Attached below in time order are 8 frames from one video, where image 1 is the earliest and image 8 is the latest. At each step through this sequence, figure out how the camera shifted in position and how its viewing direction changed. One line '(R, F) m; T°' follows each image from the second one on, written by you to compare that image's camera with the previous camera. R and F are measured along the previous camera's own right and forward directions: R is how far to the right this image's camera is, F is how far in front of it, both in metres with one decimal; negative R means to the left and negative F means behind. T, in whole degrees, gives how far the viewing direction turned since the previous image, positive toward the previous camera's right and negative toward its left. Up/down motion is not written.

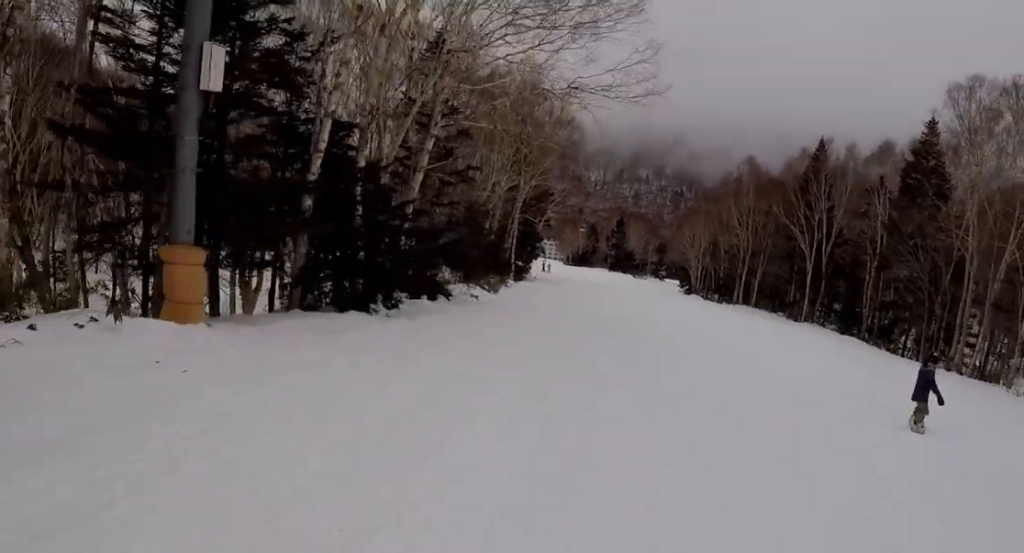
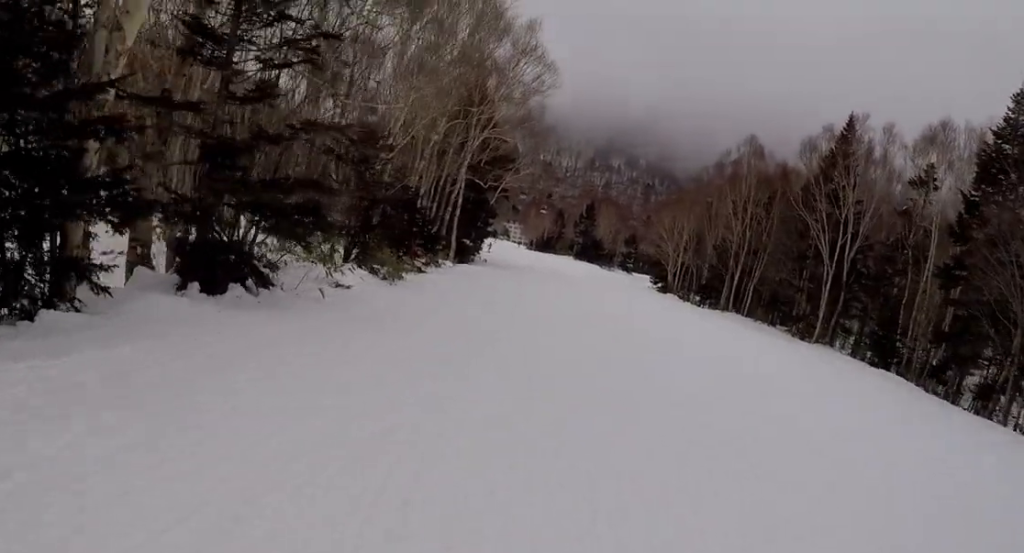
(0.0, +12.5) m; 0°
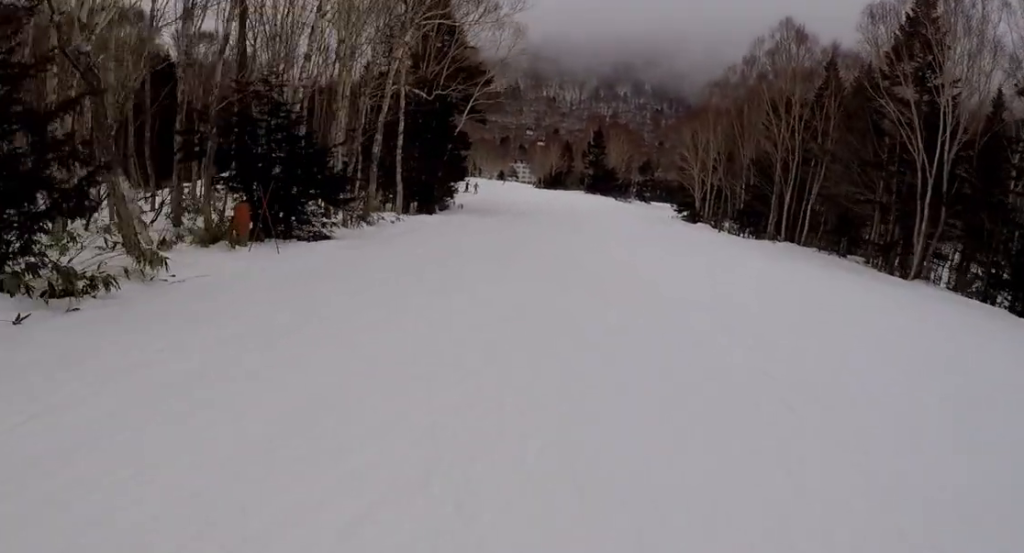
(-0.5, +12.5) m; -7°
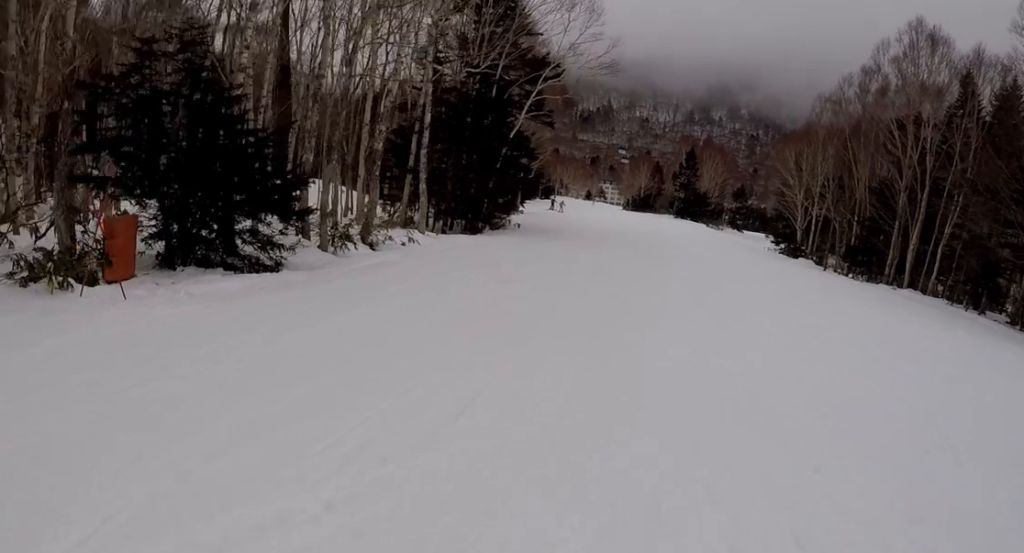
(-0.9, +7.0) m; 0°
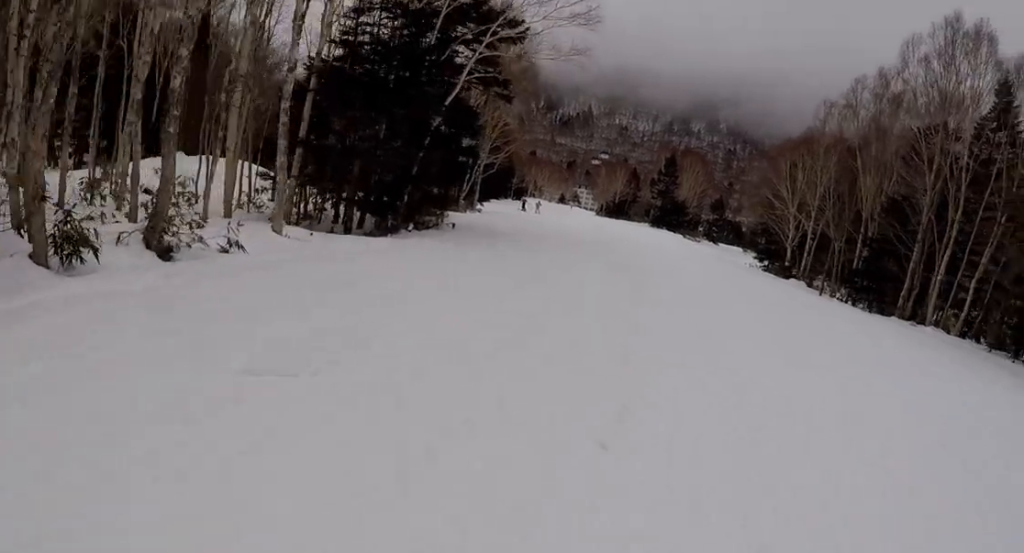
(+0.9, +8.2) m; +3°
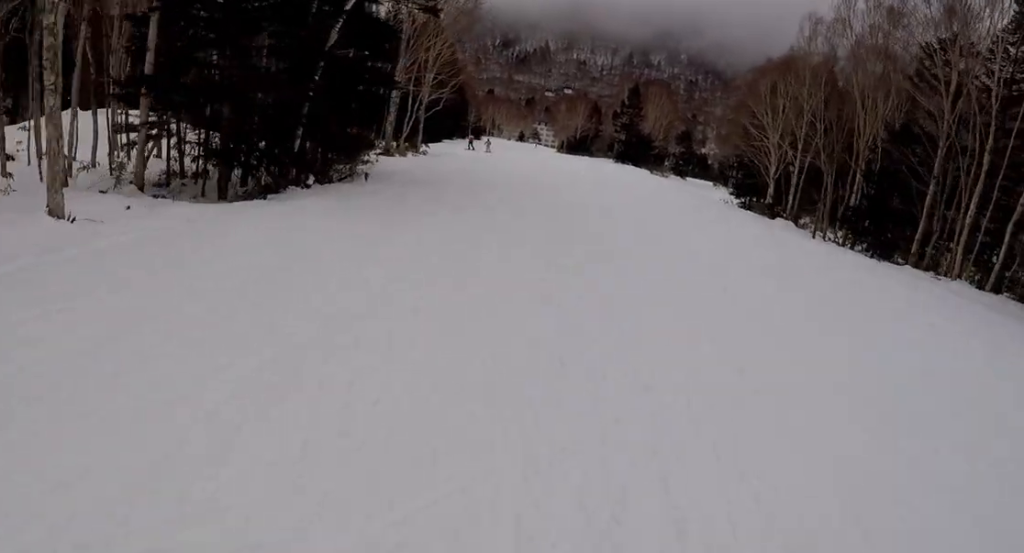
(-0.1, +5.7) m; +1°
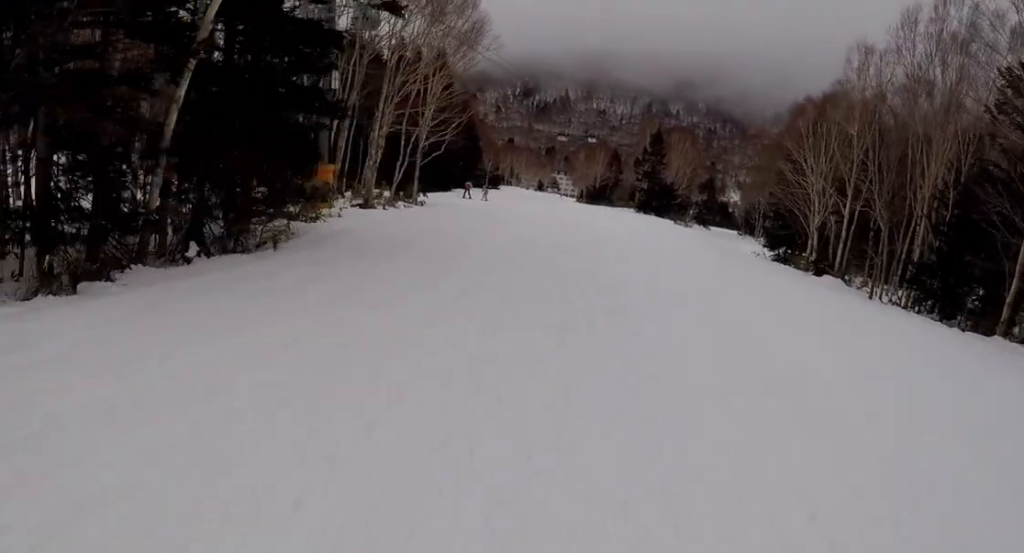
(-0.3, +6.9) m; 0°
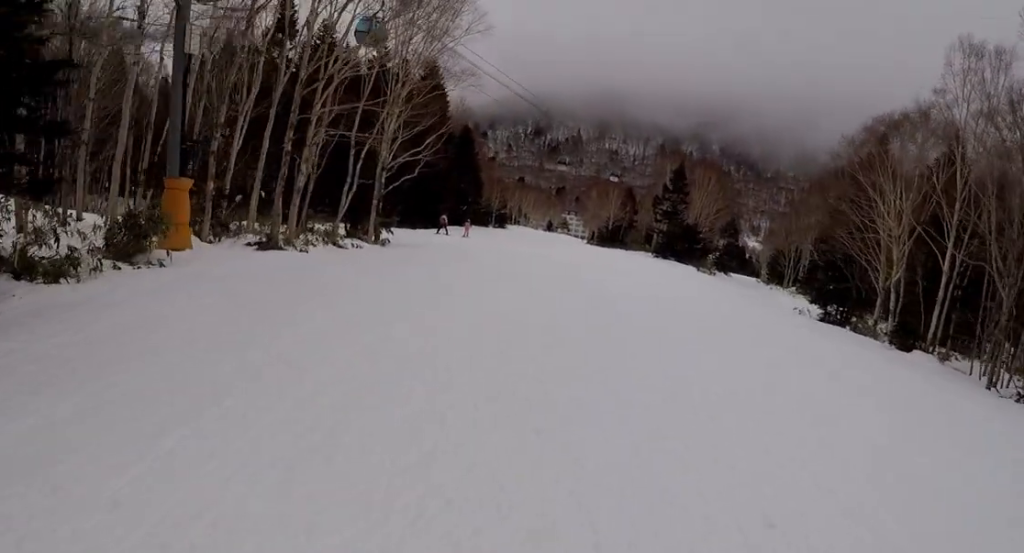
(+0.2, +10.6) m; -3°
